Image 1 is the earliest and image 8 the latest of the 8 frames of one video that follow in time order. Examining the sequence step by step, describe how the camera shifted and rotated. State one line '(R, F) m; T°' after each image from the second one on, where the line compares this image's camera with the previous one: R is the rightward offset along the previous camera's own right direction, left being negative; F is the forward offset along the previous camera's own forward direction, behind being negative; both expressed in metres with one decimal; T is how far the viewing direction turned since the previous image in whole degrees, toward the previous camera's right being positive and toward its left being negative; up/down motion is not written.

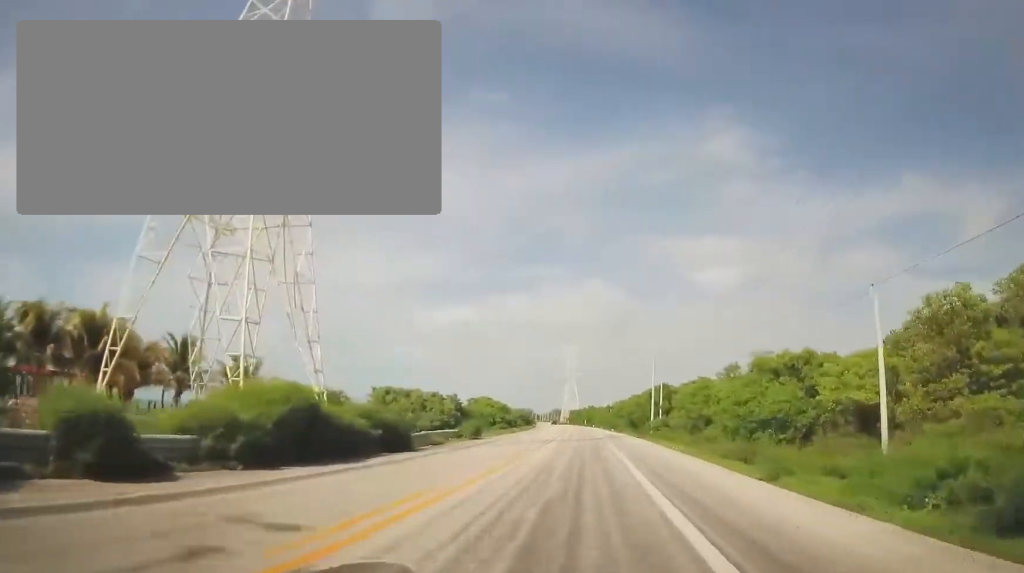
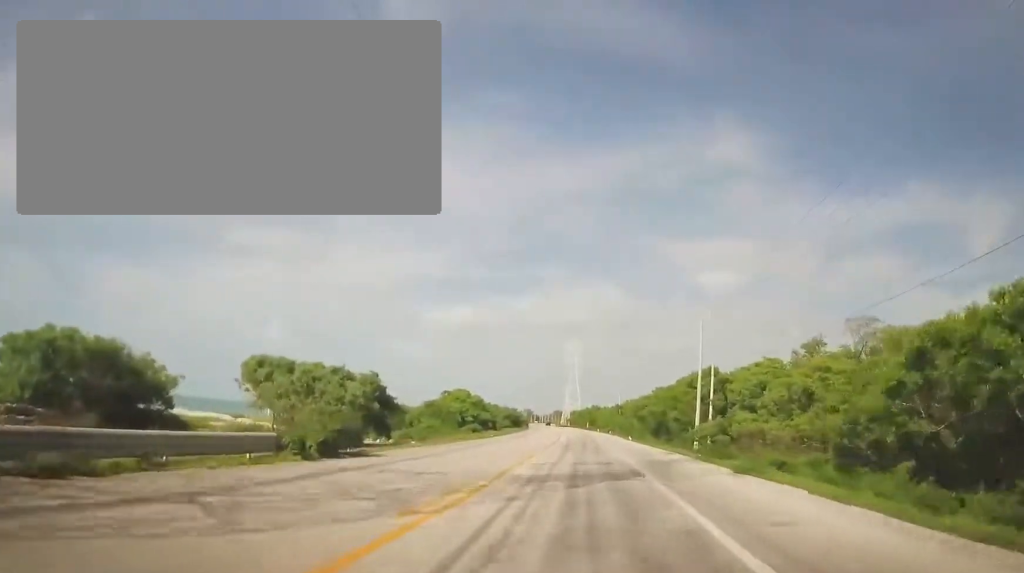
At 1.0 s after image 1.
(-0.4, +26.7) m; -1°
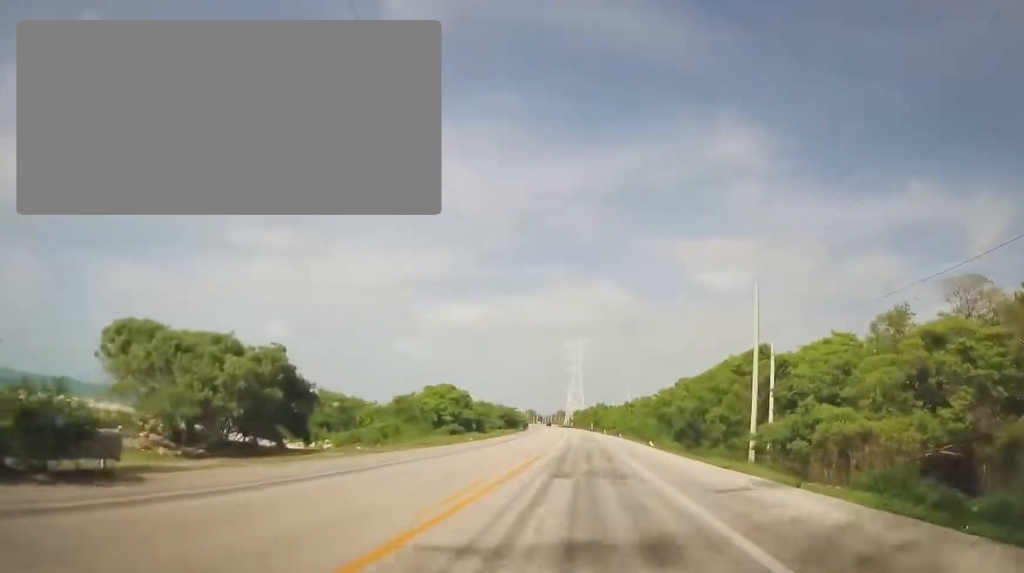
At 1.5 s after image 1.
(-0.1, +13.6) m; 0°
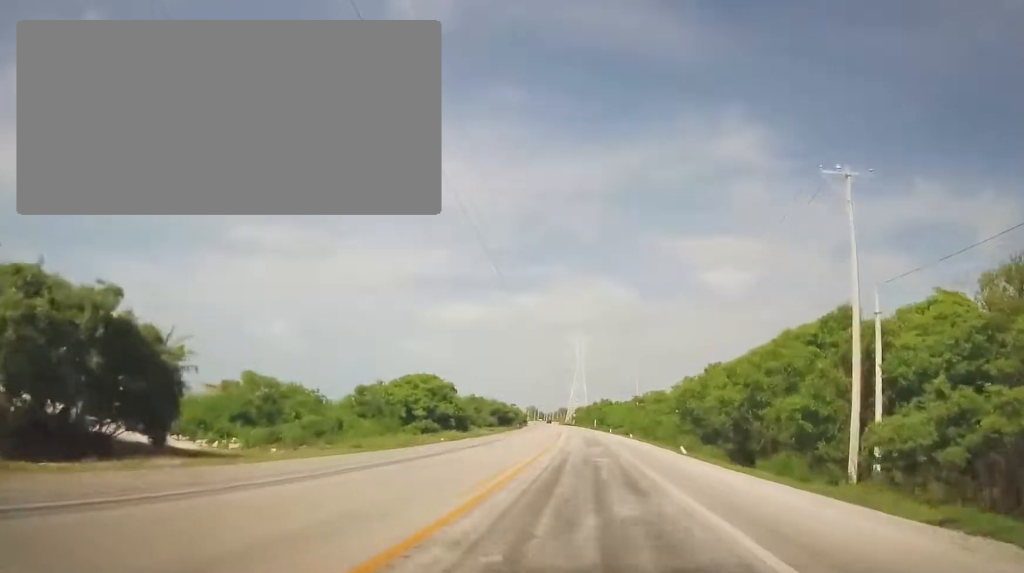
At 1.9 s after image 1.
(+0.1, +11.4) m; +1°
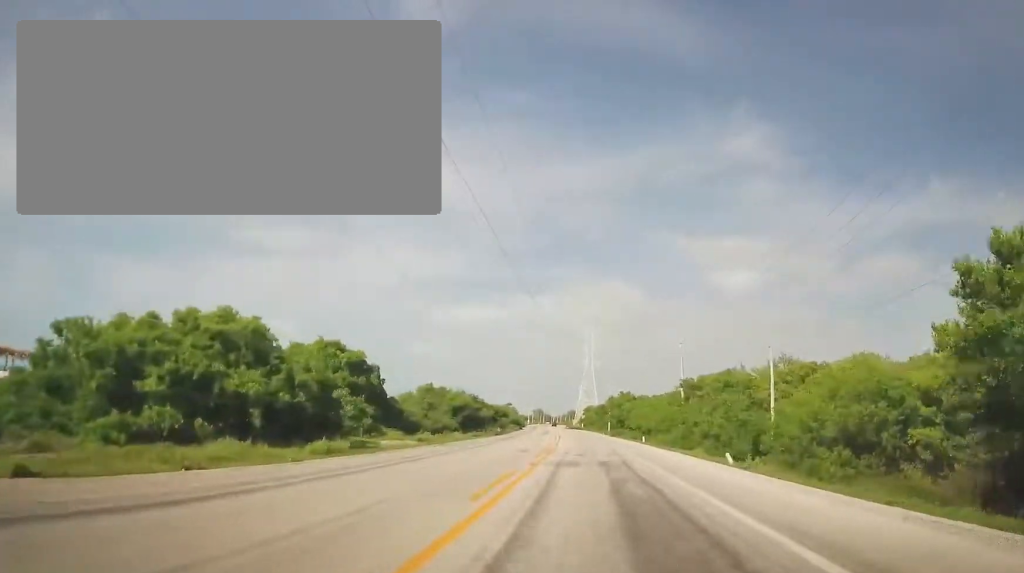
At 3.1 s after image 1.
(+0.6, +32.9) m; +1°
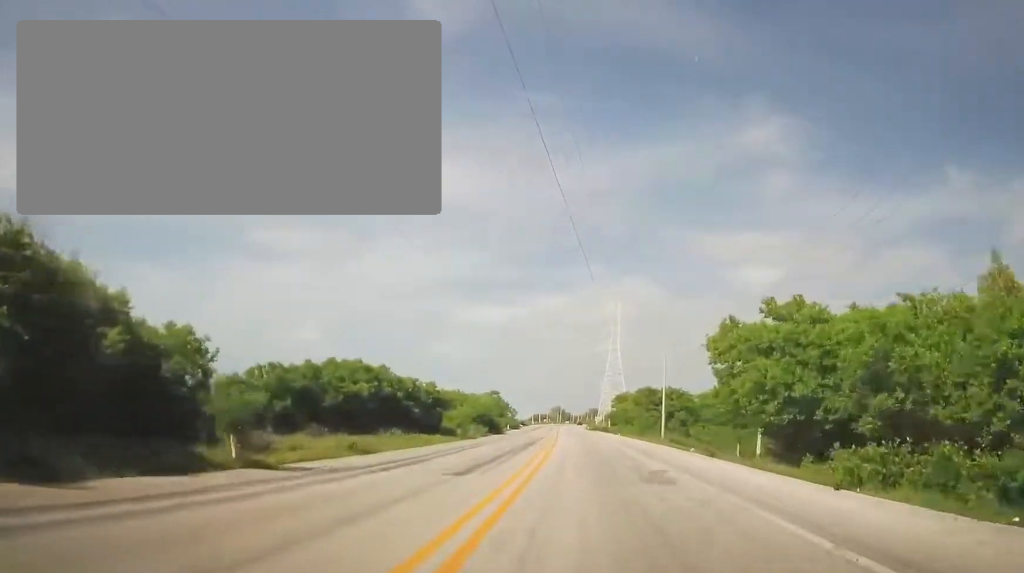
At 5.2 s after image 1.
(-2.0, +57.0) m; -4°
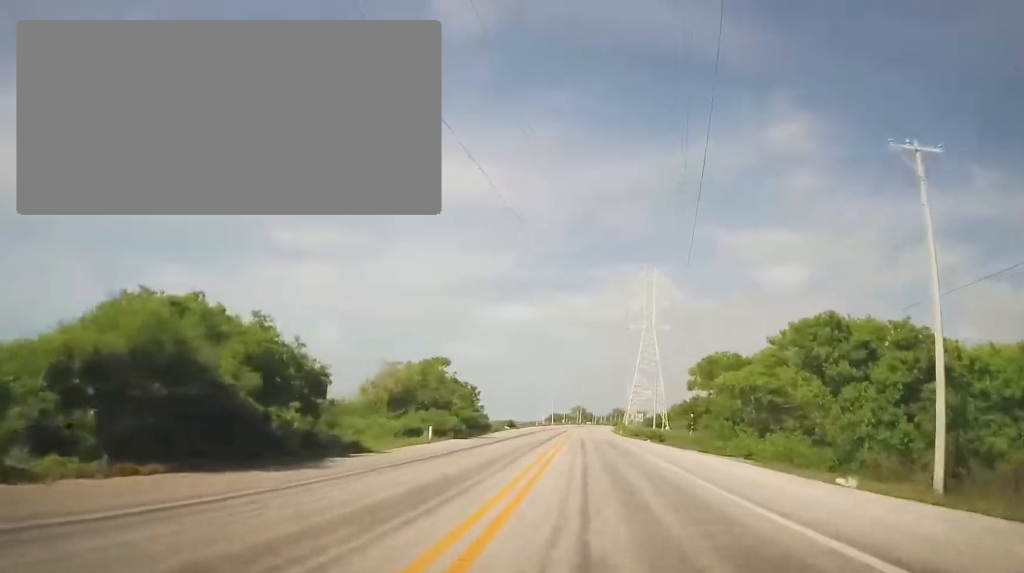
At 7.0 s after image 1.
(-1.0, +50.6) m; -2°
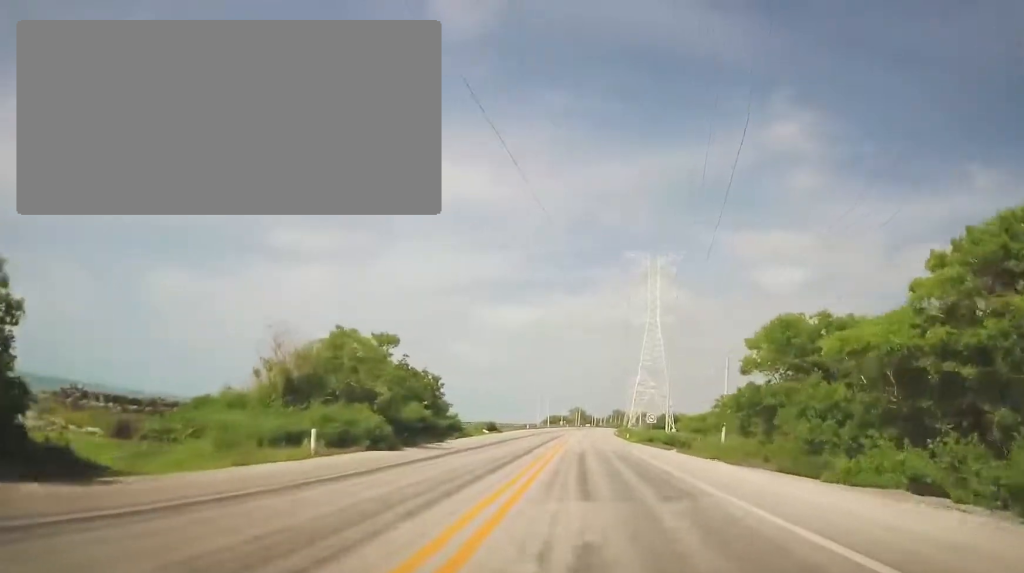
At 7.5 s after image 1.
(-0.1, +13.9) m; 0°
